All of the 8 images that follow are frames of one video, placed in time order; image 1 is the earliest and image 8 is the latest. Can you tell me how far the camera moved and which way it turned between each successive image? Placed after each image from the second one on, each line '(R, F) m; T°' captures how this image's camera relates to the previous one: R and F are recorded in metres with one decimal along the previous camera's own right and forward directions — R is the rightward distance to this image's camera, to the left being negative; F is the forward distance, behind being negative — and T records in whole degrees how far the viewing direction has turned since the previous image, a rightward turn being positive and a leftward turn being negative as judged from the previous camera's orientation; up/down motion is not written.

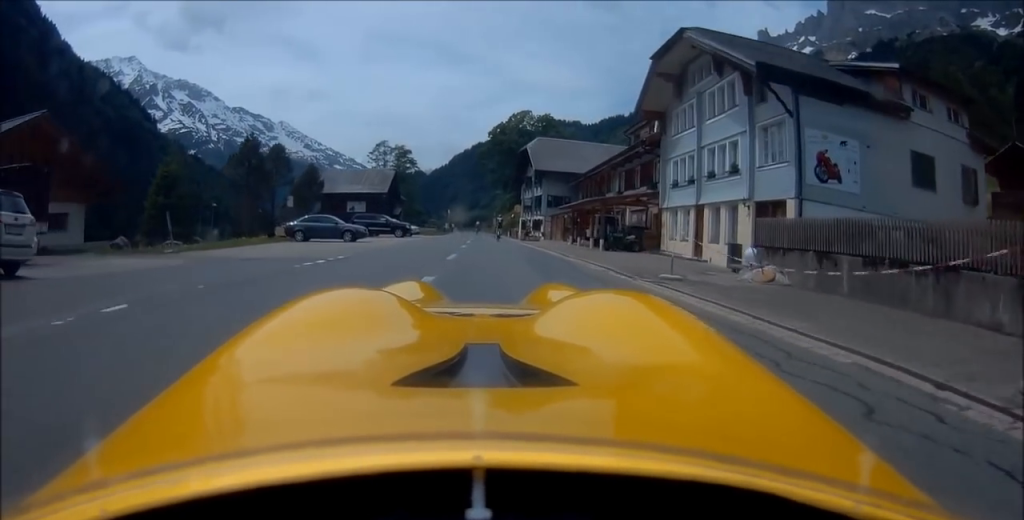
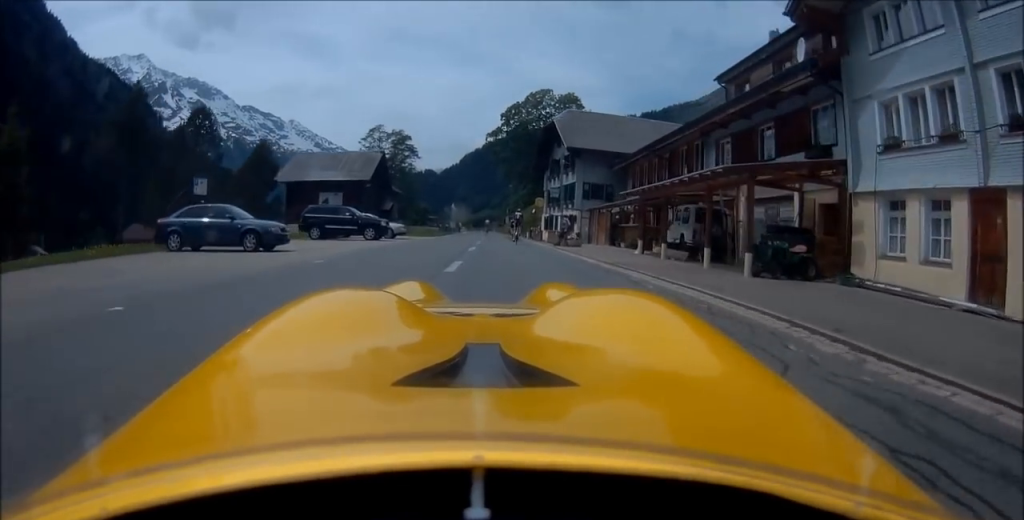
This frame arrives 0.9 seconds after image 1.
(+0.1, +14.0) m; 0°
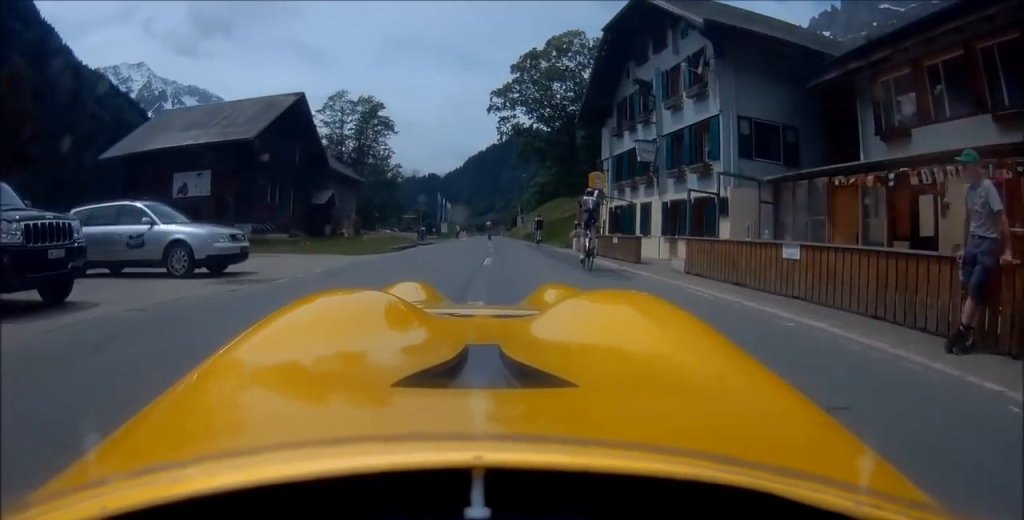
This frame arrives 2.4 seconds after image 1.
(0.0, +23.7) m; 0°
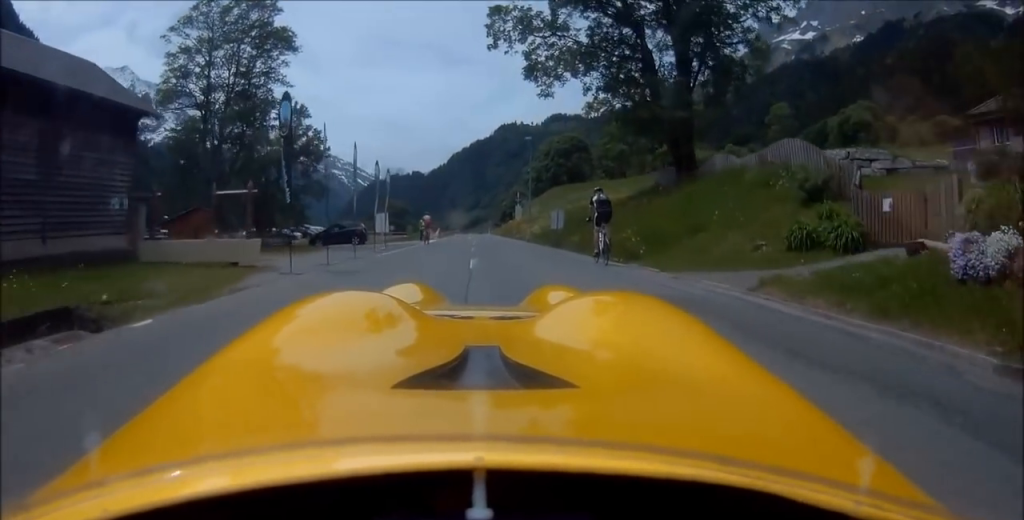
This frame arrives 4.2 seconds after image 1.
(-0.7, +27.3) m; -1°
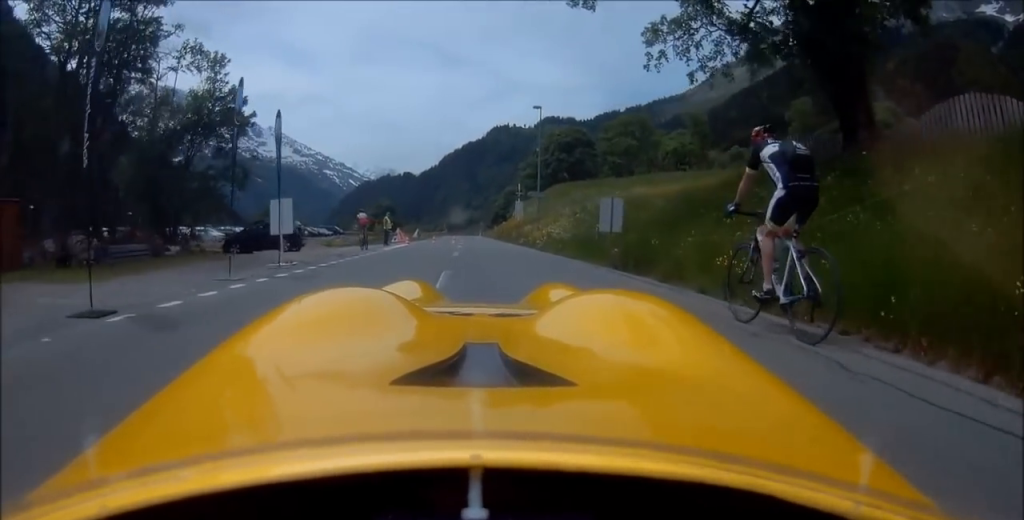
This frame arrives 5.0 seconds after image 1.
(+0.2, +12.6) m; 0°
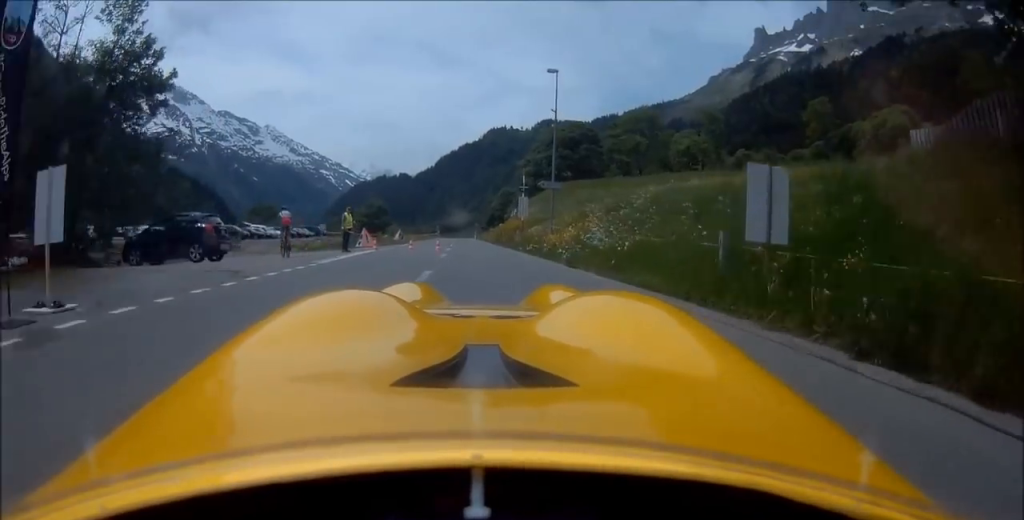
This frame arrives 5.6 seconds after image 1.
(+0.2, +8.3) m; 0°
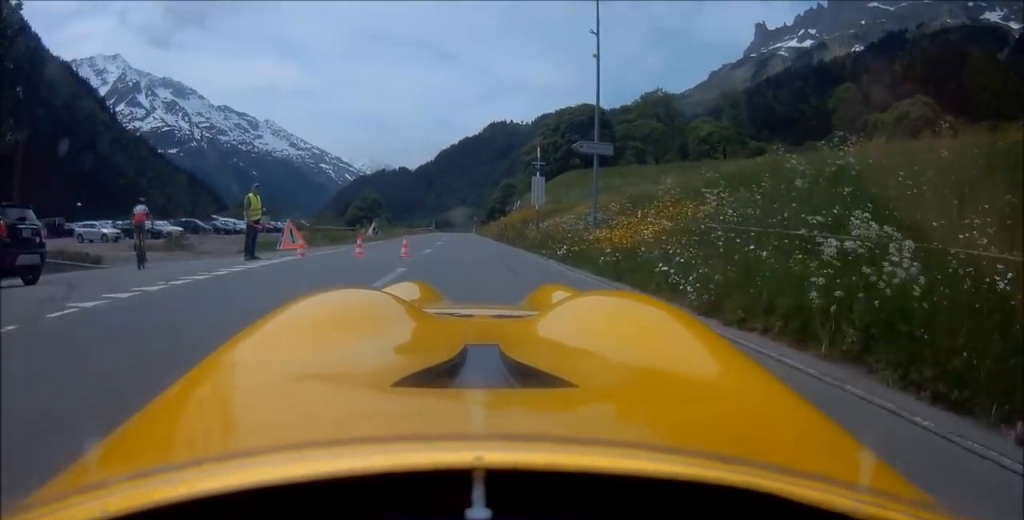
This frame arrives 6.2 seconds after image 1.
(-0.3, +9.5) m; -1°
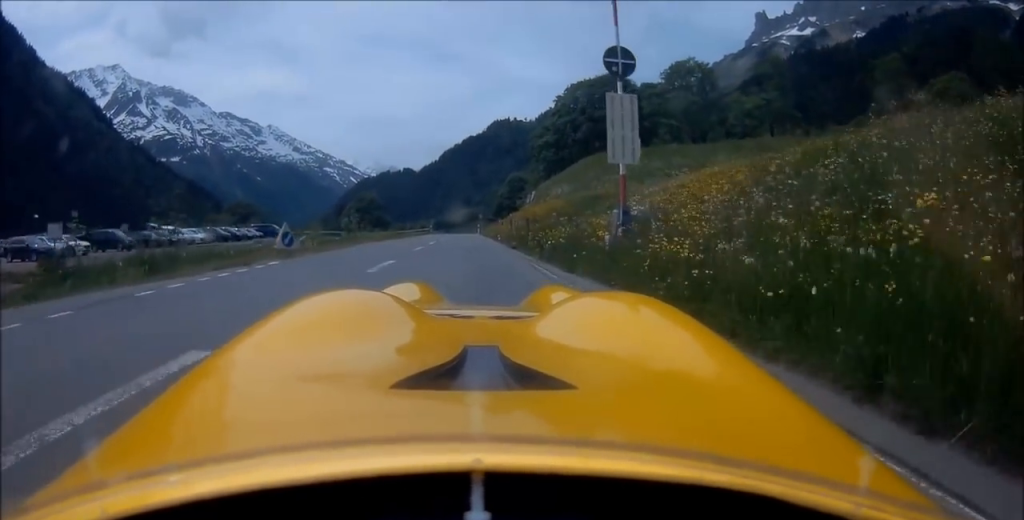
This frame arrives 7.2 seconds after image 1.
(-0.1, +14.9) m; 0°
